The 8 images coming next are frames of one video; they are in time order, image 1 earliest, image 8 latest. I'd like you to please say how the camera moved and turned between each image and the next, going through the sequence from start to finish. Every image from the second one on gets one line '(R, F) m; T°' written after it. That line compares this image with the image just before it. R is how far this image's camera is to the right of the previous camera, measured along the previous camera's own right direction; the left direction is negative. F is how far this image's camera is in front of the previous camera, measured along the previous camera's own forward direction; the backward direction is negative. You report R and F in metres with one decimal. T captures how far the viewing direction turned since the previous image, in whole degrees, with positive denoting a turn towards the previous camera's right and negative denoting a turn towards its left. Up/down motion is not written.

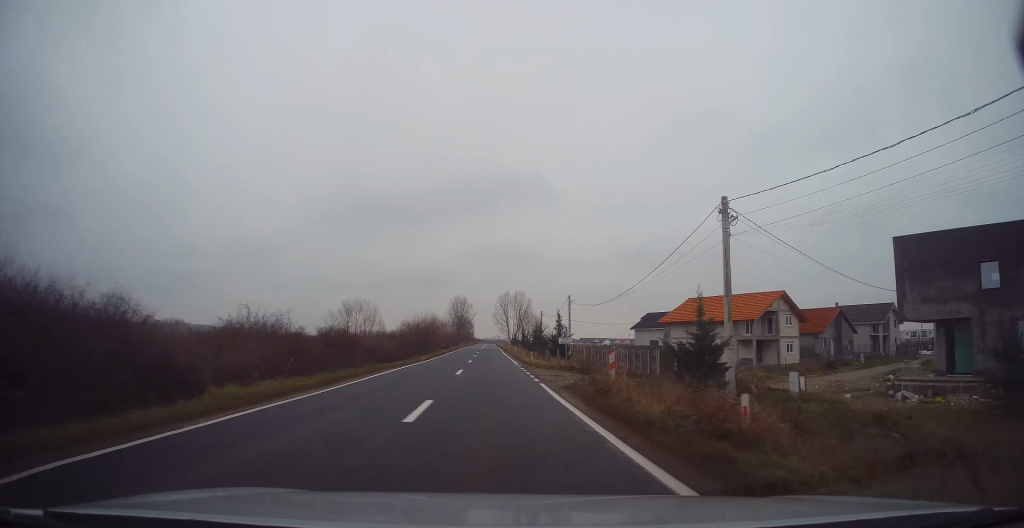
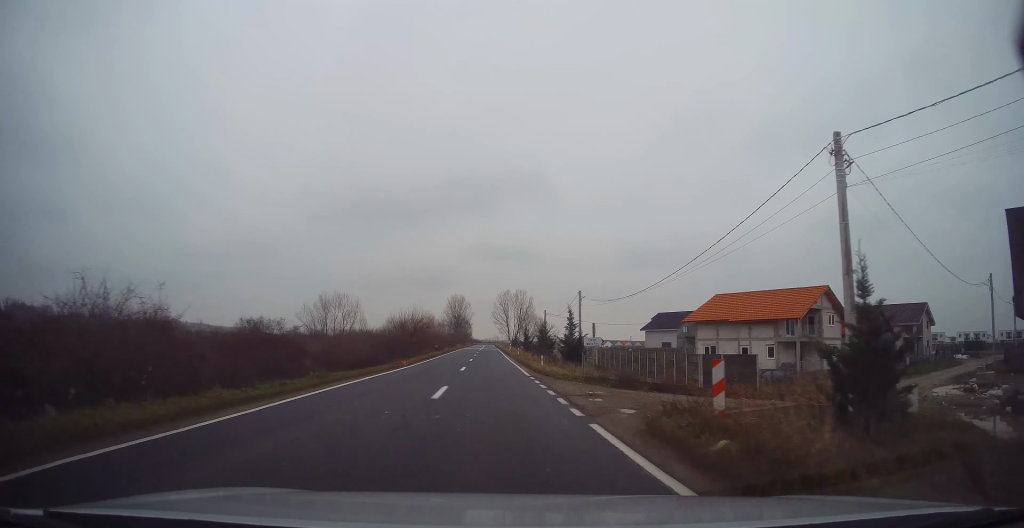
(-0.3, +8.0) m; 0°
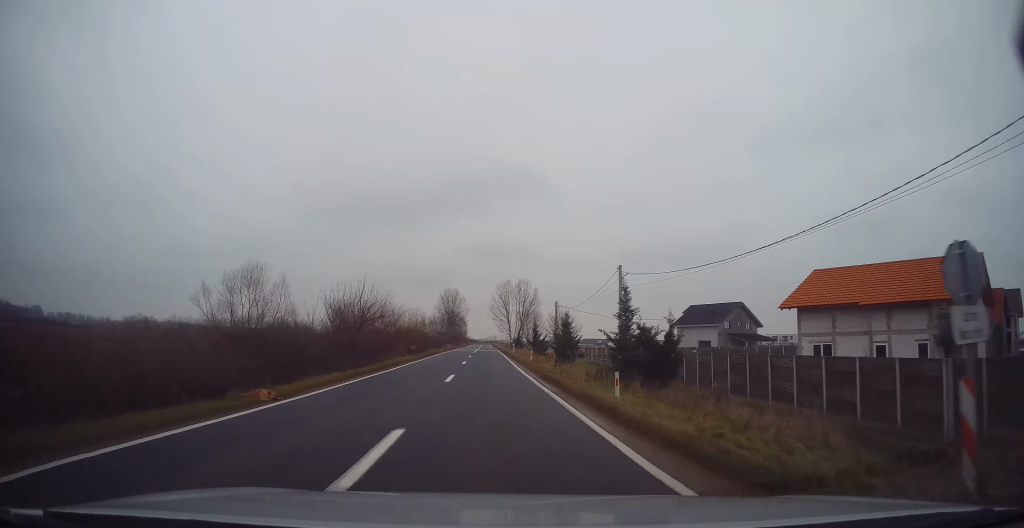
(+0.3, +19.3) m; +1°
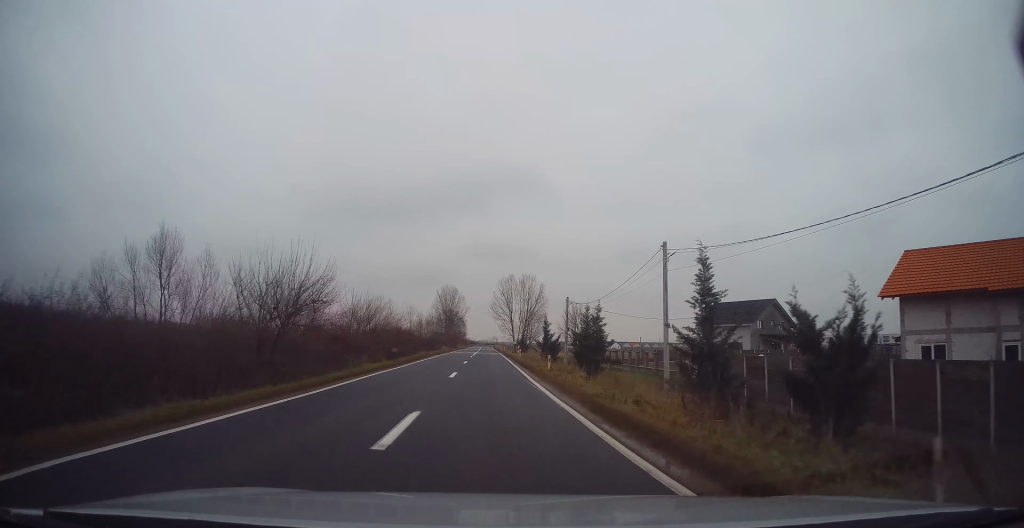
(+0.1, +9.9) m; 0°
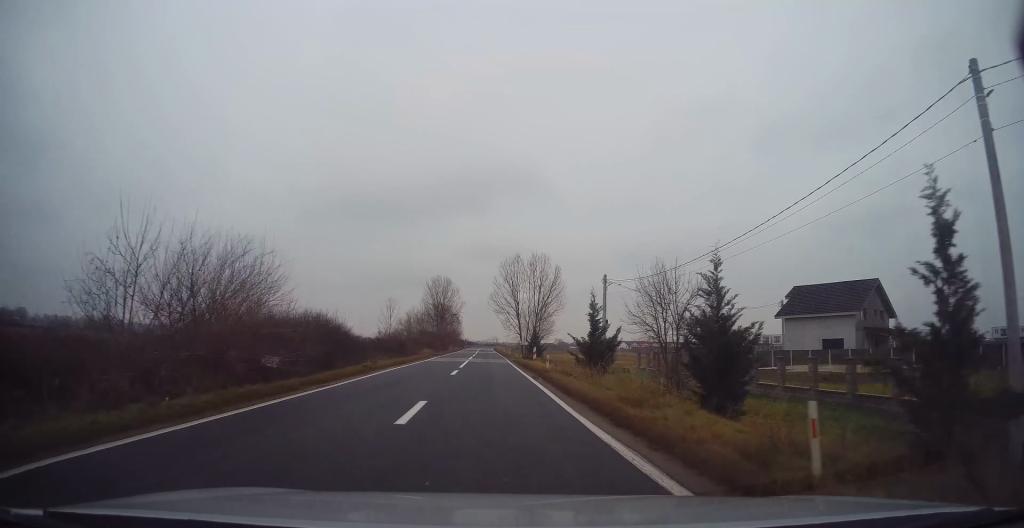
(-0.3, +22.5) m; -1°
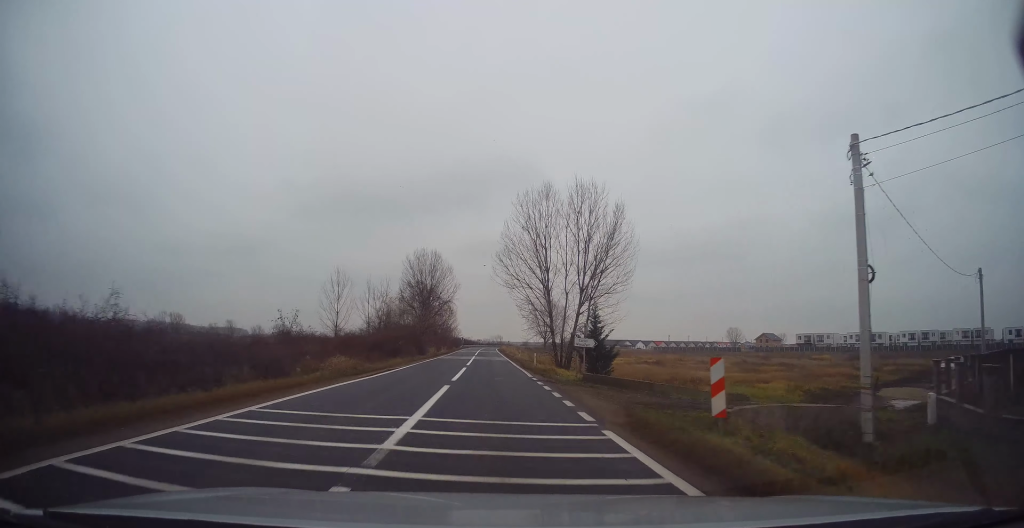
(+0.1, +32.3) m; 0°
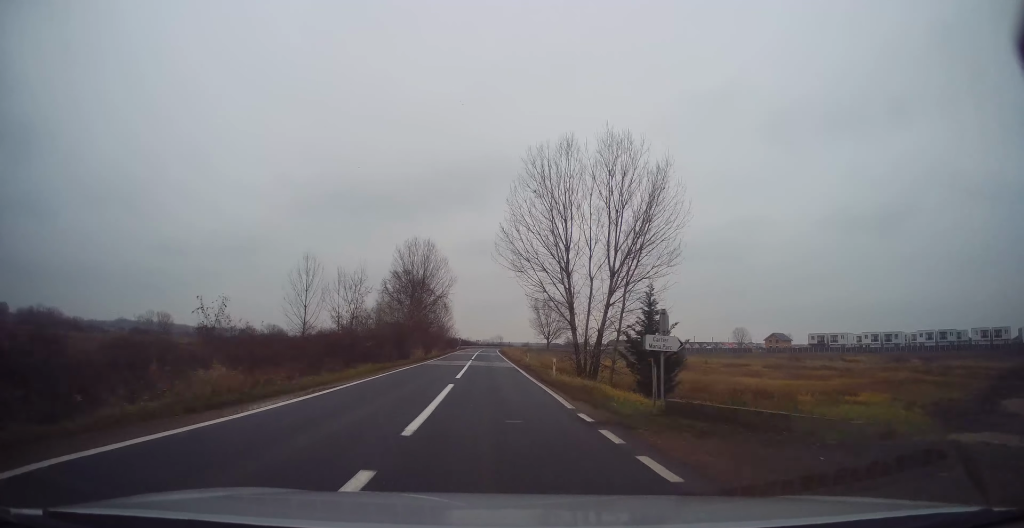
(-0.3, +10.2) m; 0°
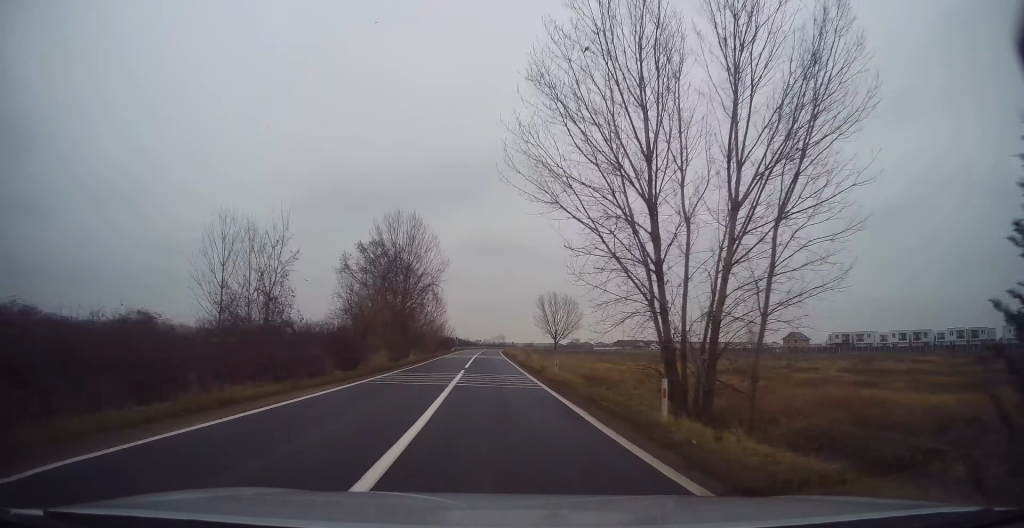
(+0.3, +15.6) m; -1°
